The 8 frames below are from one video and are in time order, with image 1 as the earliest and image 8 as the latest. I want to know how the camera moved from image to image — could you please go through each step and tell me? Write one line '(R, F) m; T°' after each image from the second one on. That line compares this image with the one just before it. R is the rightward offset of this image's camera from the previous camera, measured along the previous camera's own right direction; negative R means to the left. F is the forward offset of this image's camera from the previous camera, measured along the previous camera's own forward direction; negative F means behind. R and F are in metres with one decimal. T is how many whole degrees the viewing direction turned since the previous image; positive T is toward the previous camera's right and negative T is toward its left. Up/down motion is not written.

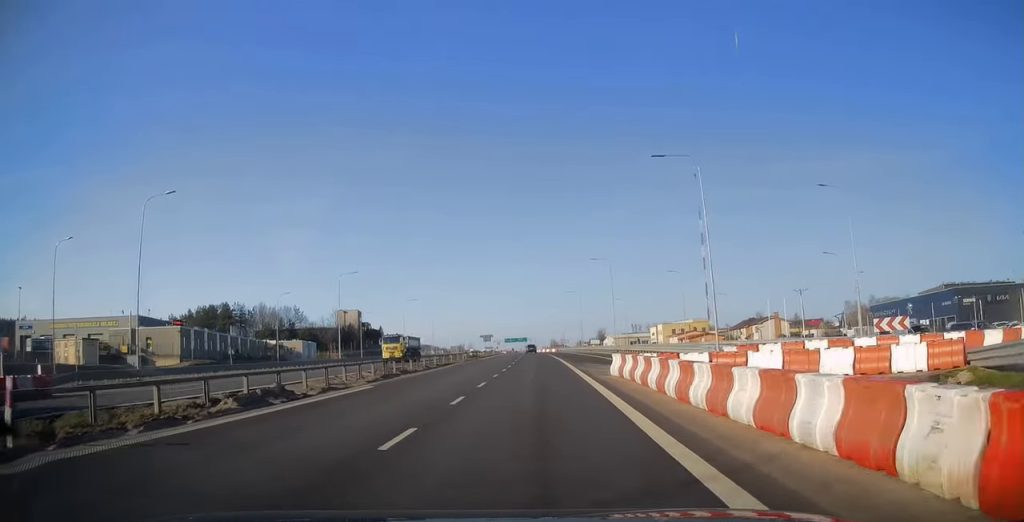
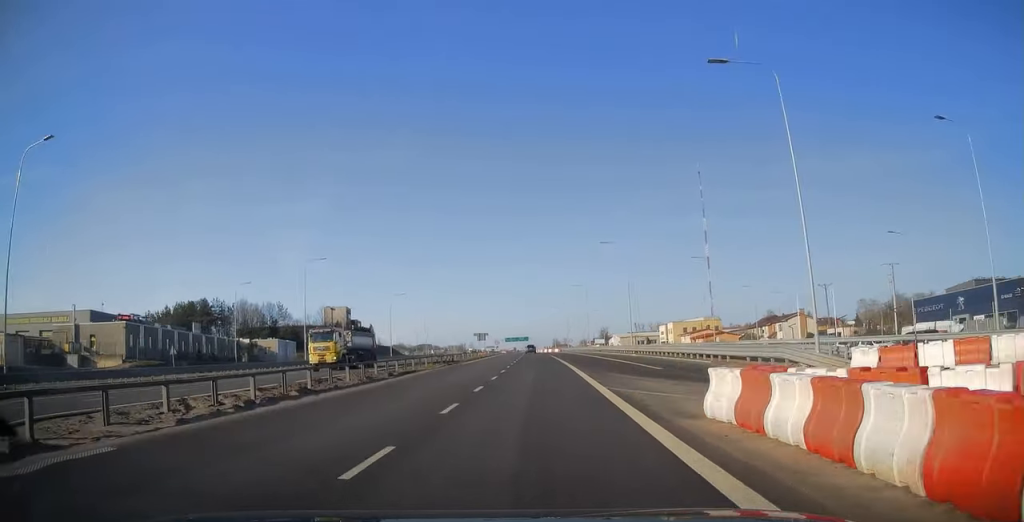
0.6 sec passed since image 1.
(+0.1, +12.9) m; 0°
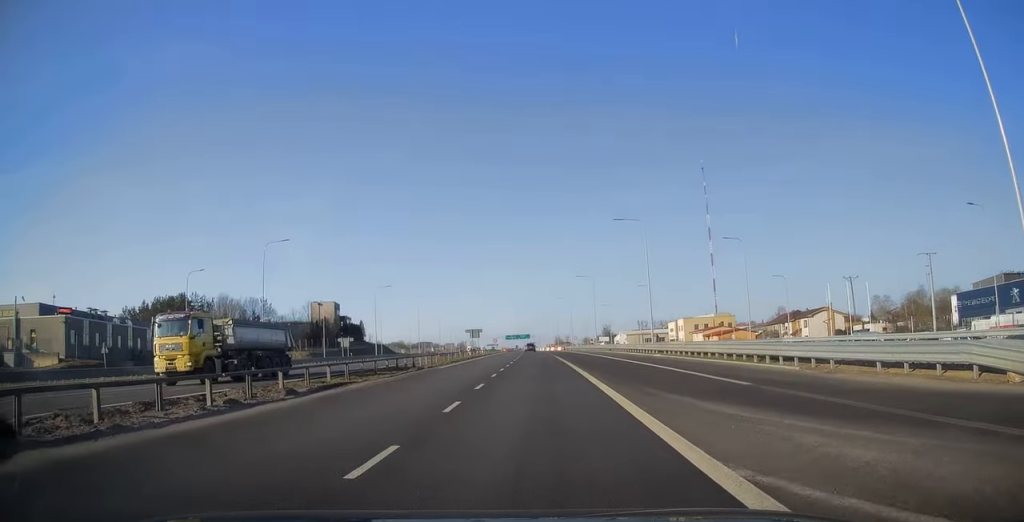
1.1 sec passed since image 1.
(-0.2, +11.5) m; 0°
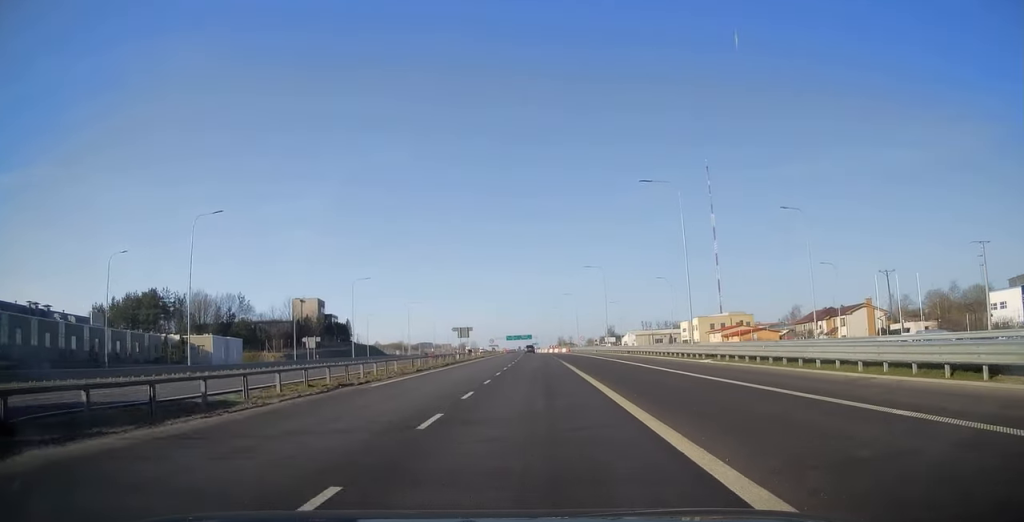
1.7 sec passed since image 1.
(-0.1, +13.8) m; 0°
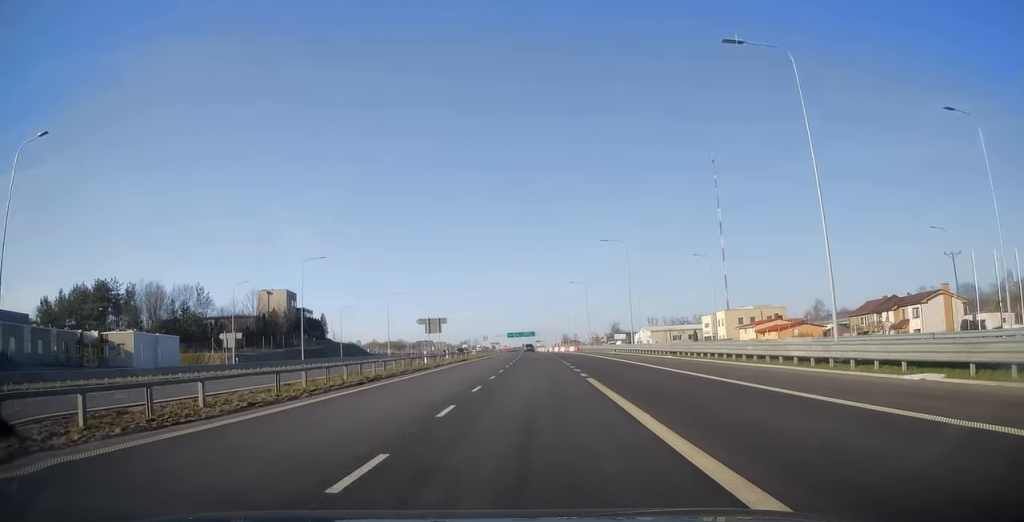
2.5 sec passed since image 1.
(0.0, +20.4) m; 0°
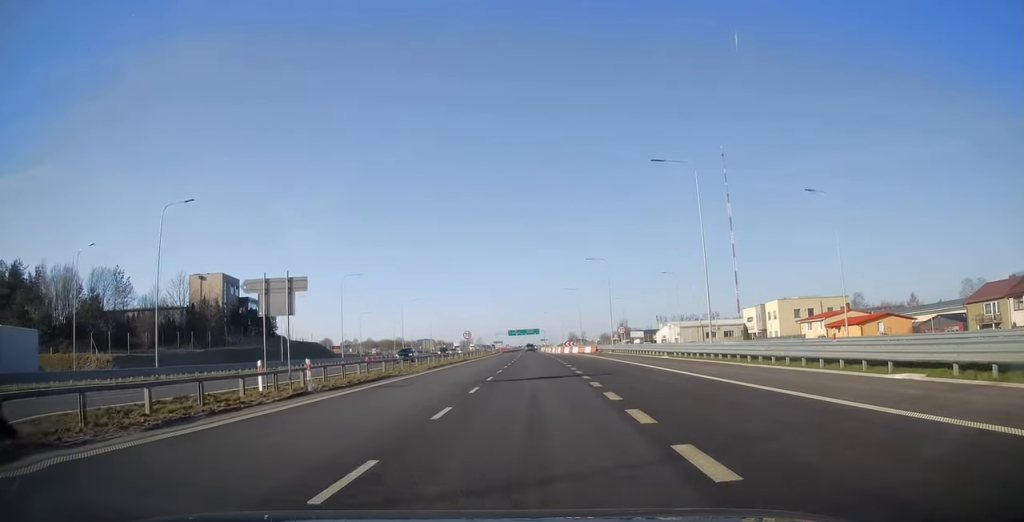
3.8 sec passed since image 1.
(-0.3, +29.1) m; -1°
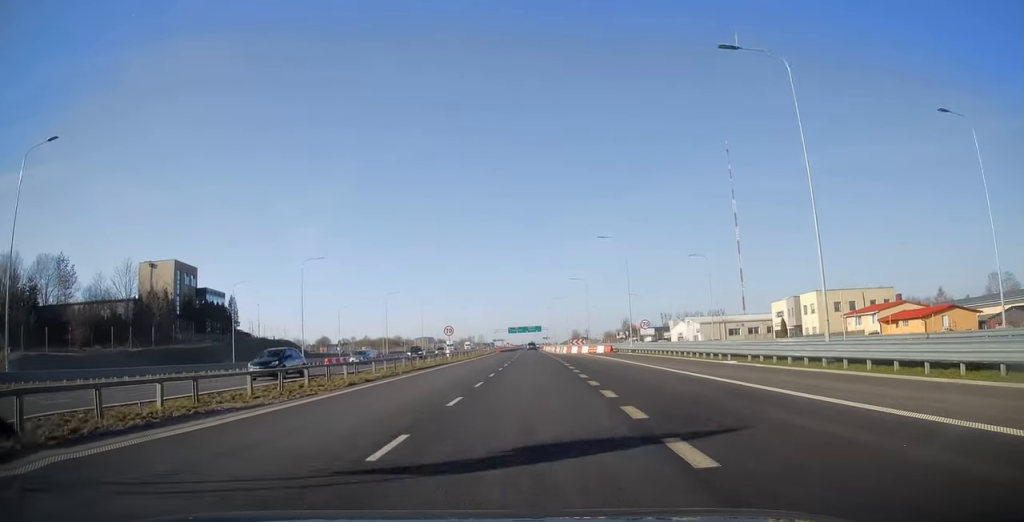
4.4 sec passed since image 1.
(-0.2, +15.2) m; 0°
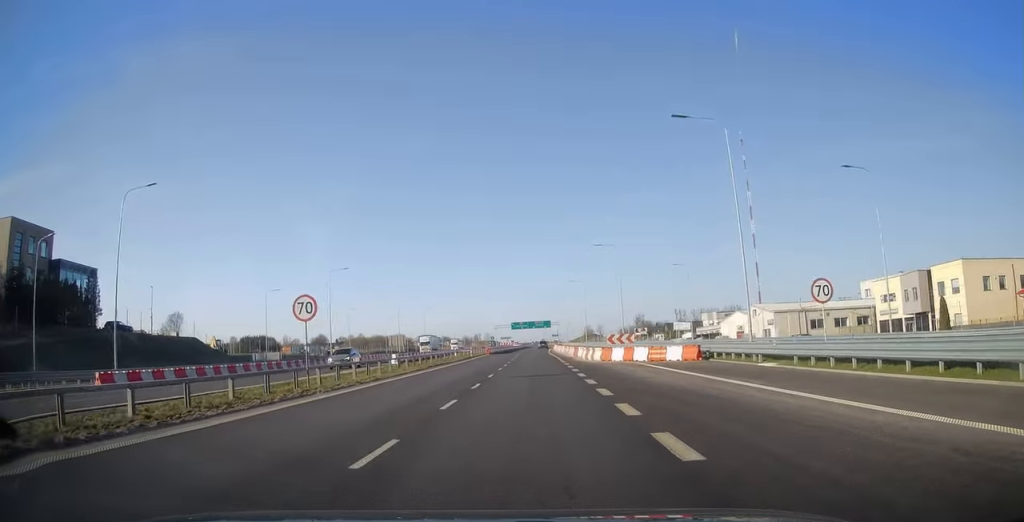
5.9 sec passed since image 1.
(0.0, +34.8) m; -1°
